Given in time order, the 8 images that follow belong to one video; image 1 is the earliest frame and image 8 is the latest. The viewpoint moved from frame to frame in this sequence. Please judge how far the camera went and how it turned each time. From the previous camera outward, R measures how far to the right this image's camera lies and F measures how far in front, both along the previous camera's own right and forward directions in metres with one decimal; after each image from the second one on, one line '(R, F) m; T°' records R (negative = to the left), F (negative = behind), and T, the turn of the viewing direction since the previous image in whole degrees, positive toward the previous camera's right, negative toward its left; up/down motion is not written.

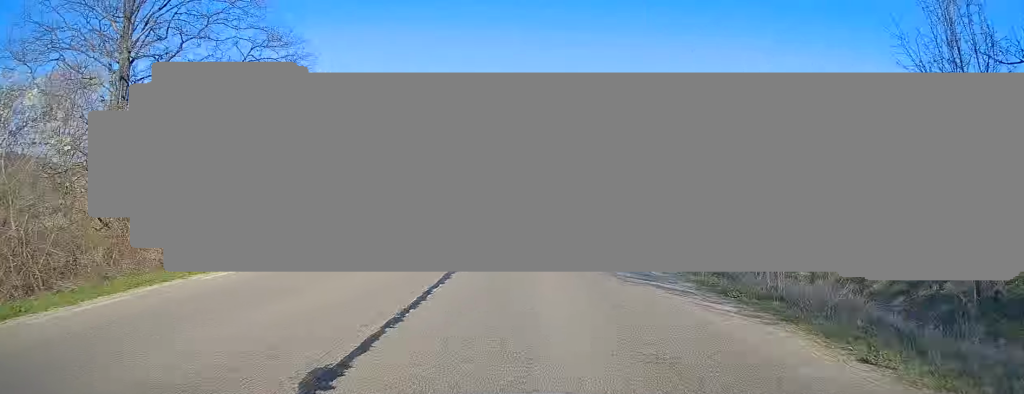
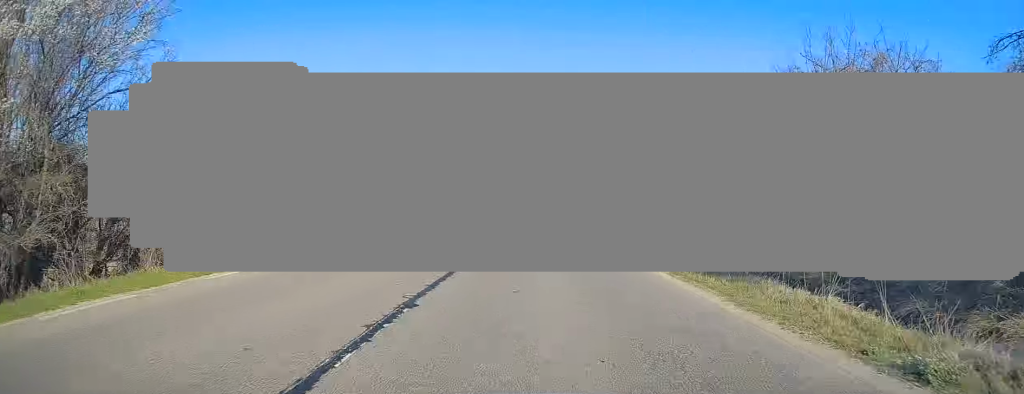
(+0.3, +19.9) m; +1°
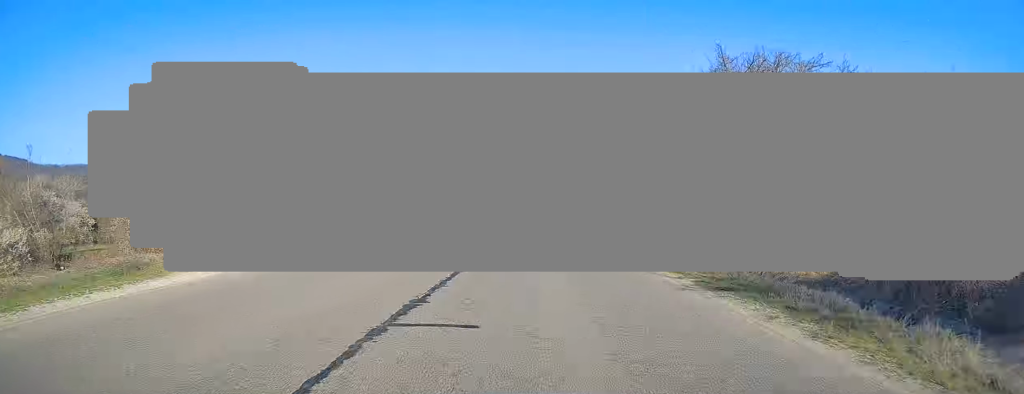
(0.0, +14.7) m; +1°
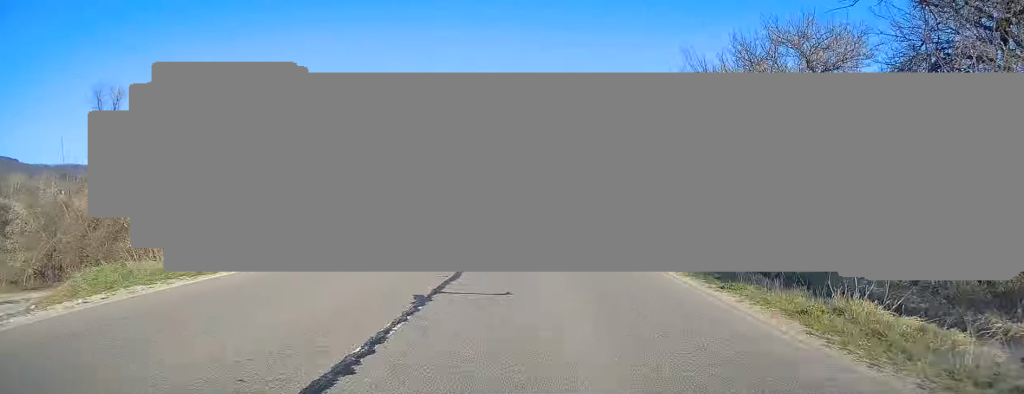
(-0.1, +12.1) m; +1°
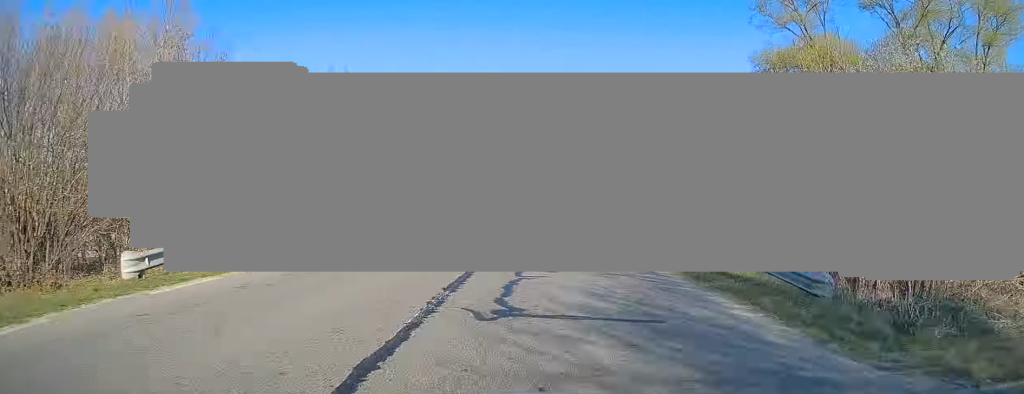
(+0.4, +26.0) m; +2°
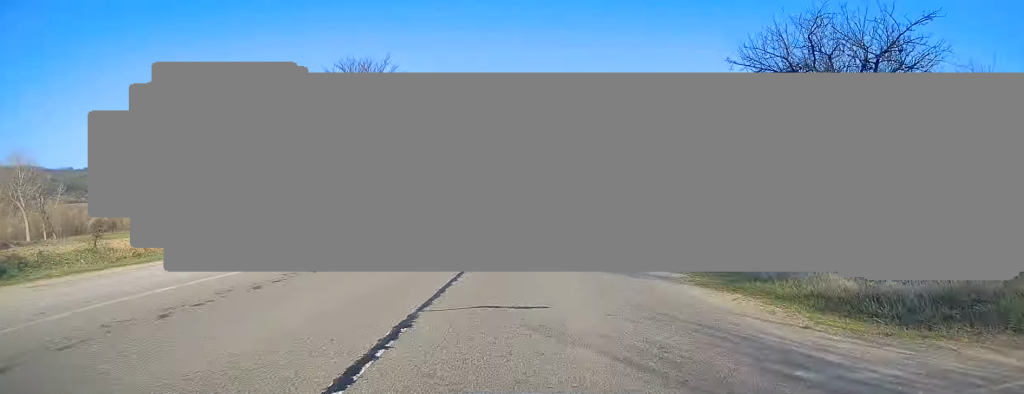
(+0.5, +29.5) m; +2°
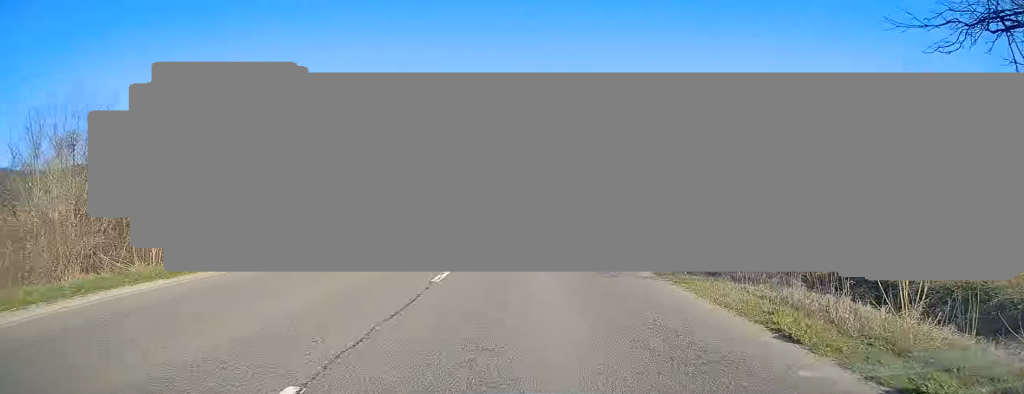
(+1.0, +38.1) m; +3°
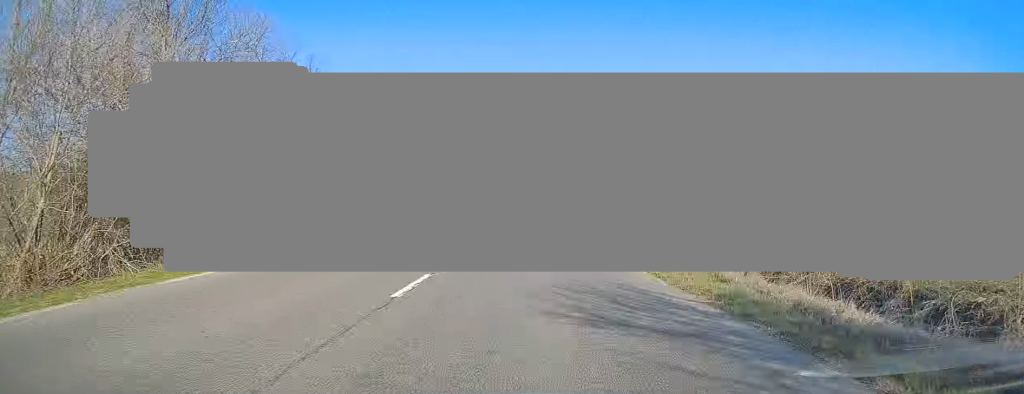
(+0.3, +28.6) m; +1°
